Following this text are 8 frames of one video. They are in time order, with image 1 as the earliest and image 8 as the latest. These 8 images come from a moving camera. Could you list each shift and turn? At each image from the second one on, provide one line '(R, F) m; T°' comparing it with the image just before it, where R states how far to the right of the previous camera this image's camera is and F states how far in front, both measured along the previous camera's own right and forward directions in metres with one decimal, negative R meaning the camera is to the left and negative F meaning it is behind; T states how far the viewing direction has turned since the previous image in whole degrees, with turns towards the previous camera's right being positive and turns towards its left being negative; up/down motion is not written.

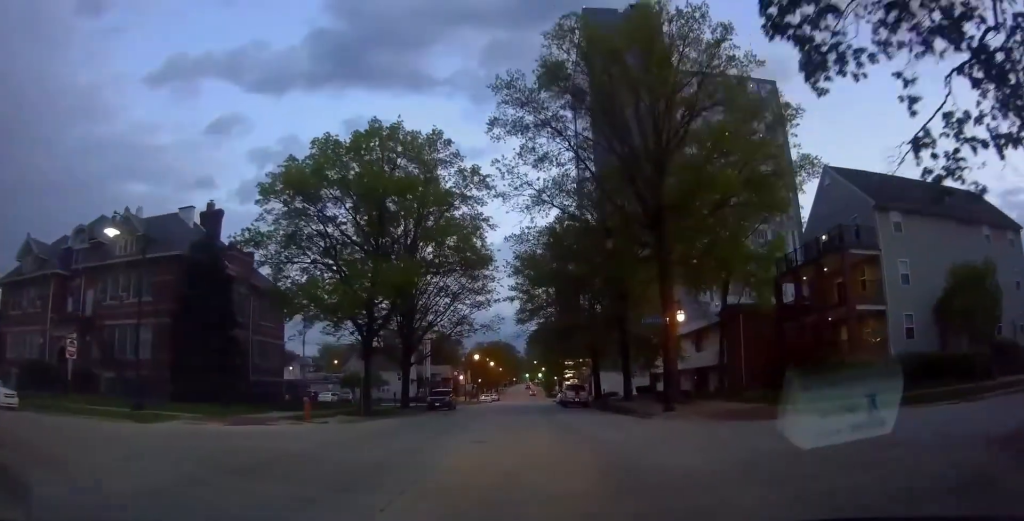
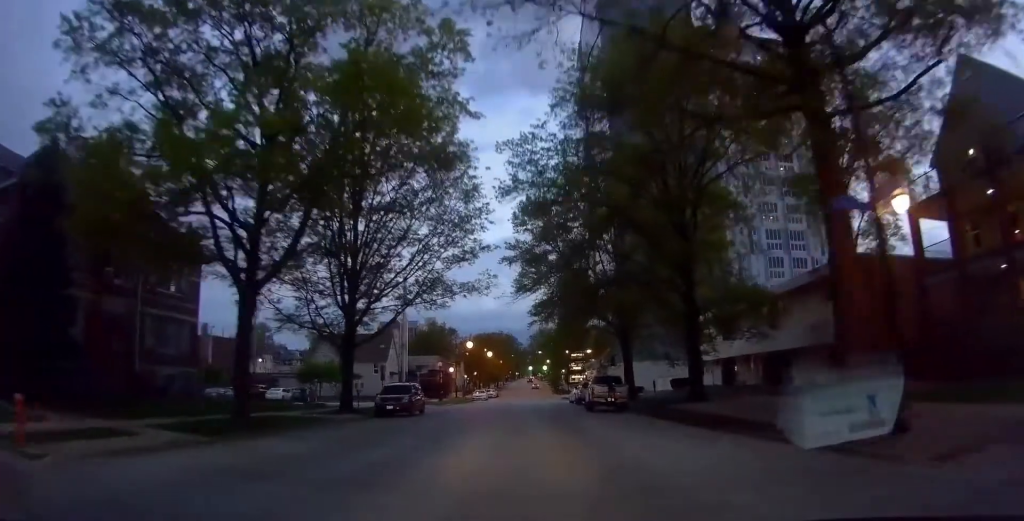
(-0.3, +17.1) m; -2°
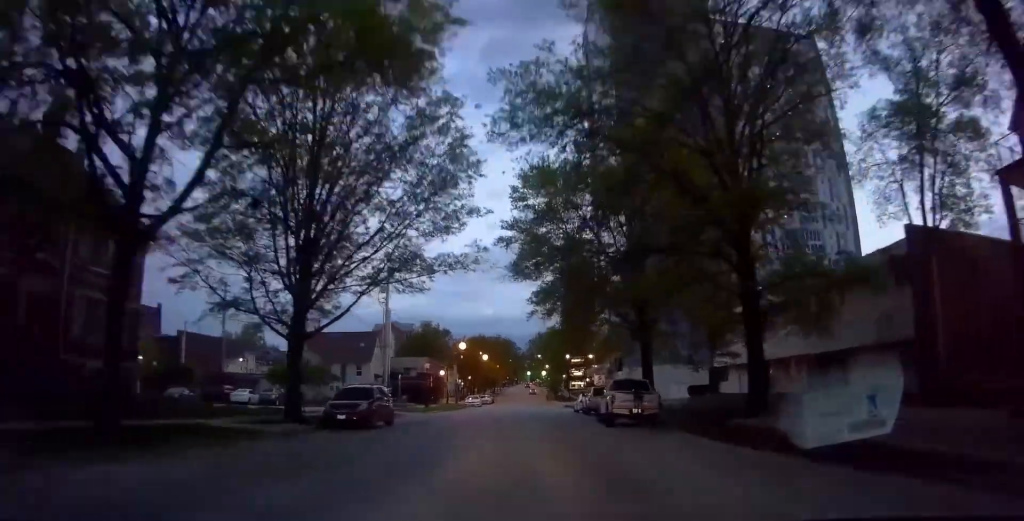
(-0.1, +7.4) m; -2°
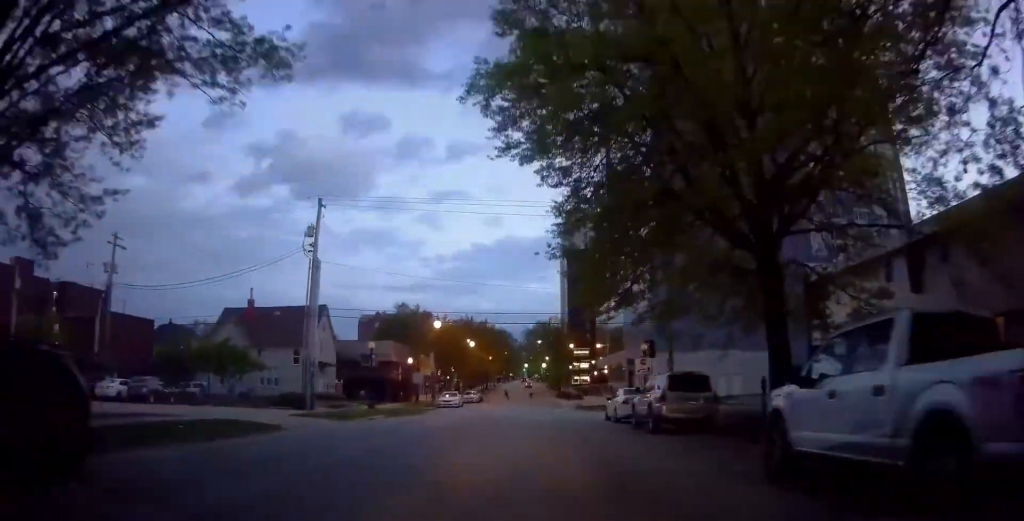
(-2.0, +19.7) m; +1°
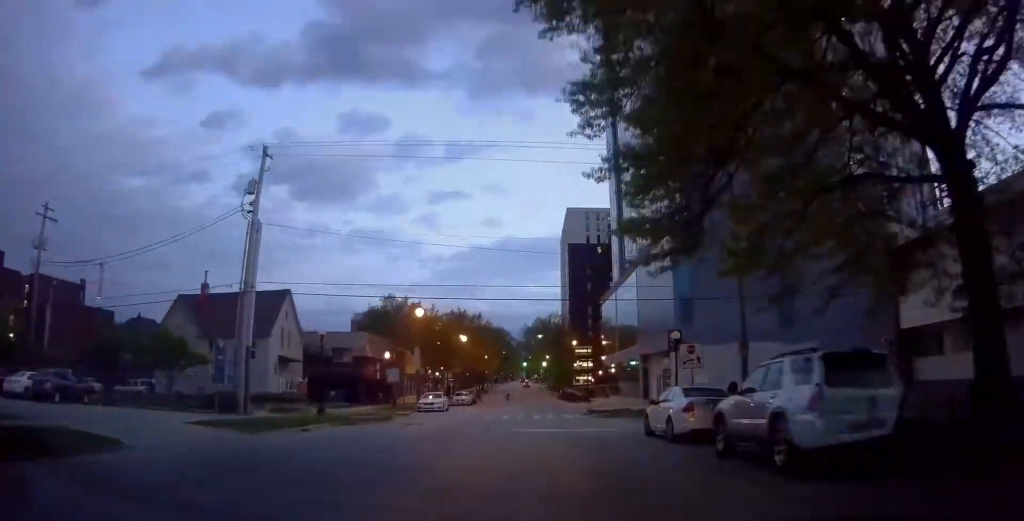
(-0.1, +8.5) m; +9°
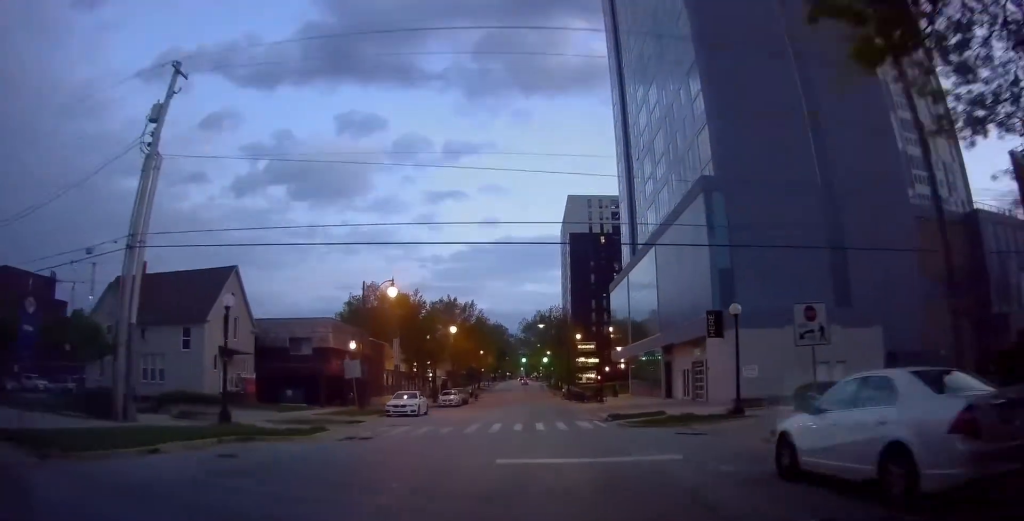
(+3.6, +8.9) m; +6°
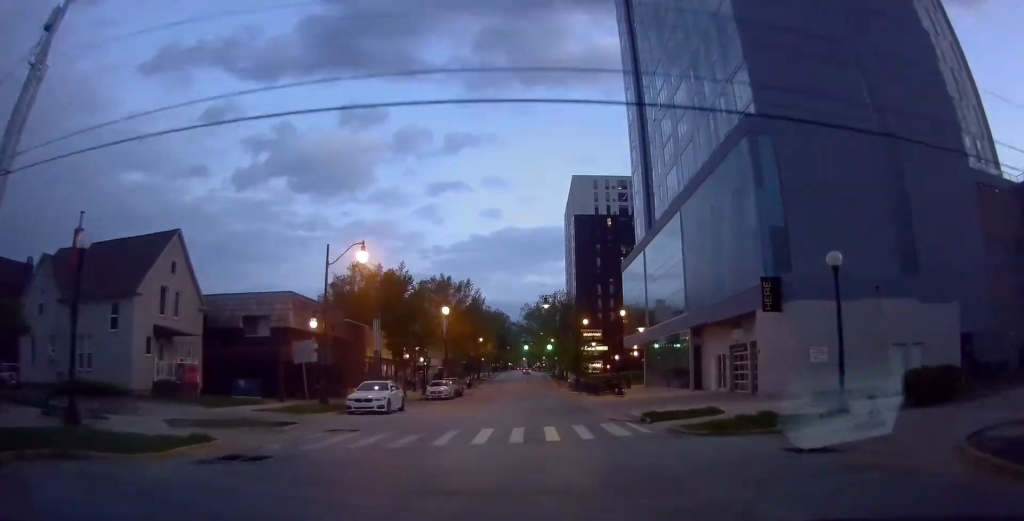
(-1.6, +7.6) m; -9°
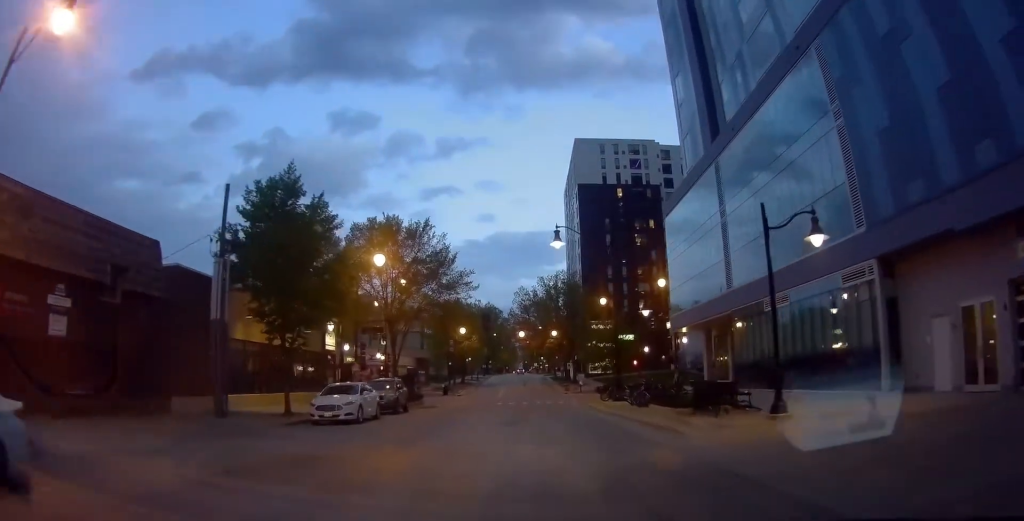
(-3.1, +22.8) m; -5°
